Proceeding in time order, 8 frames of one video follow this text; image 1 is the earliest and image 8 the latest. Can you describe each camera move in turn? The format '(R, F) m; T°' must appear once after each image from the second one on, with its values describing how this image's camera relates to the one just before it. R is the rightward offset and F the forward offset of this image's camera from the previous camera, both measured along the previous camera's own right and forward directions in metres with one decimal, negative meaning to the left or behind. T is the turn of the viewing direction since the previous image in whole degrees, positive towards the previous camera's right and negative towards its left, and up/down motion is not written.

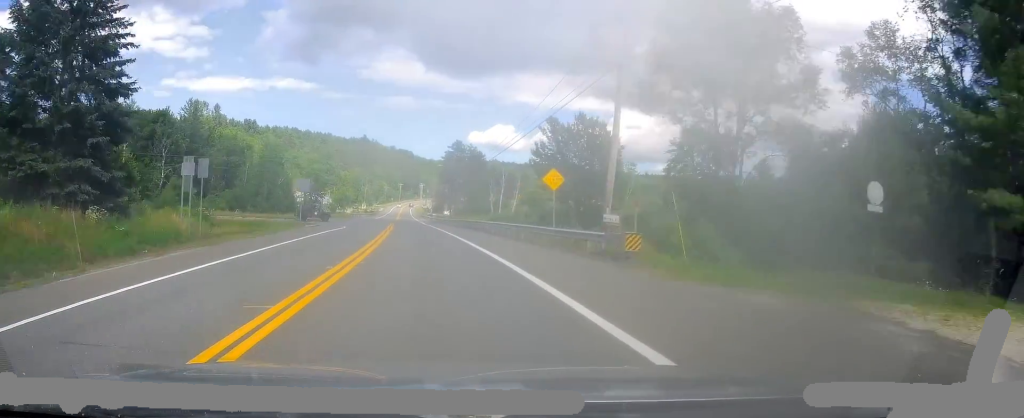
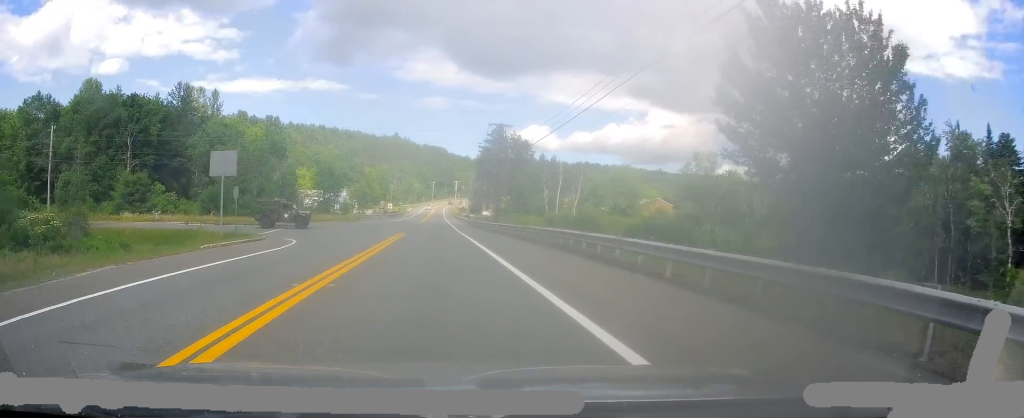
(-0.6, +26.6) m; -2°
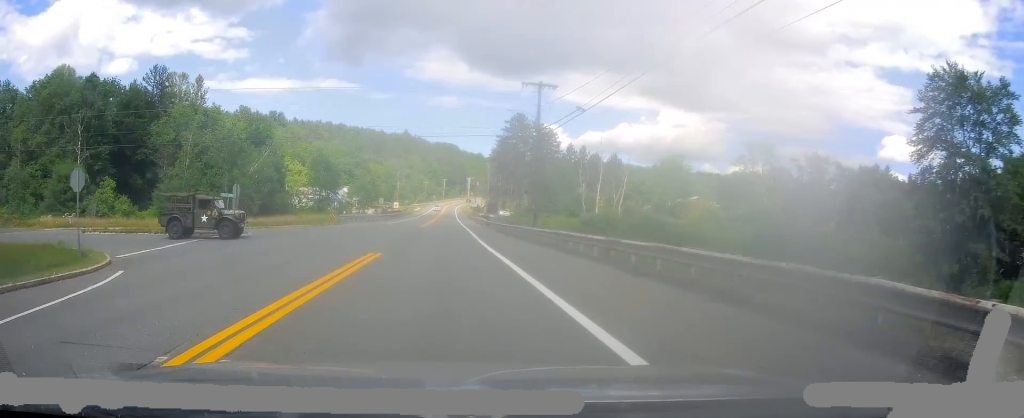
(-0.1, +17.9) m; -1°
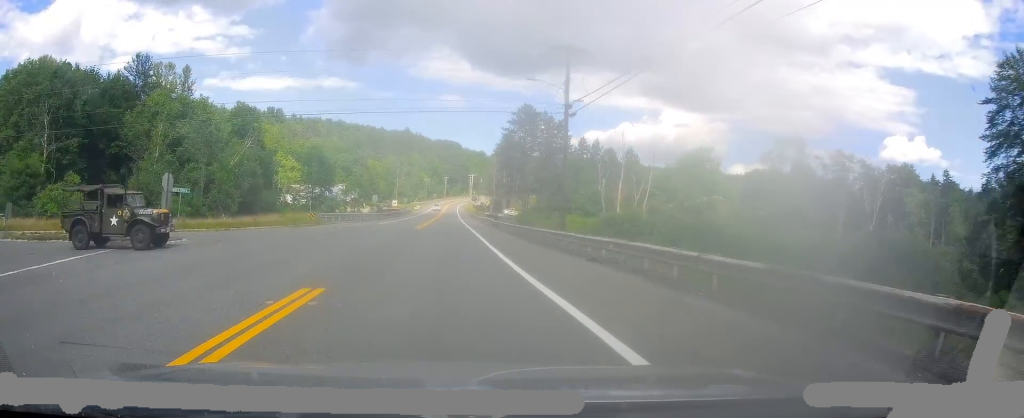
(-0.1, +8.0) m; -1°
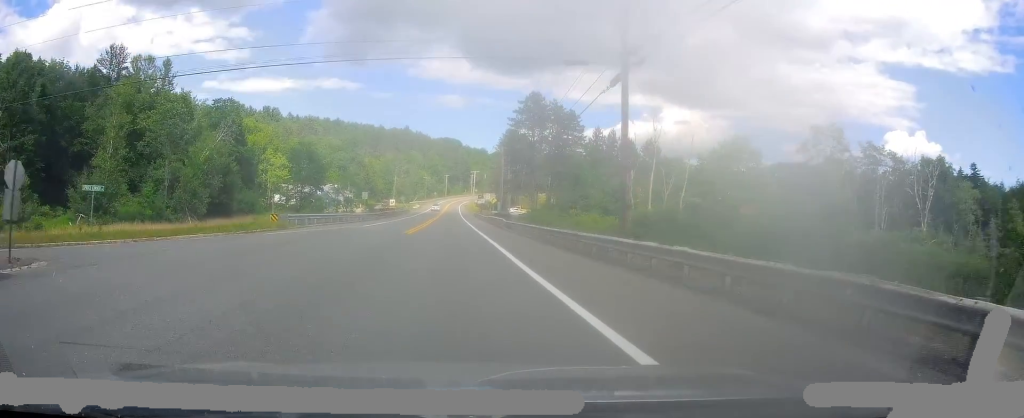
(-0.1, +10.6) m; -1°
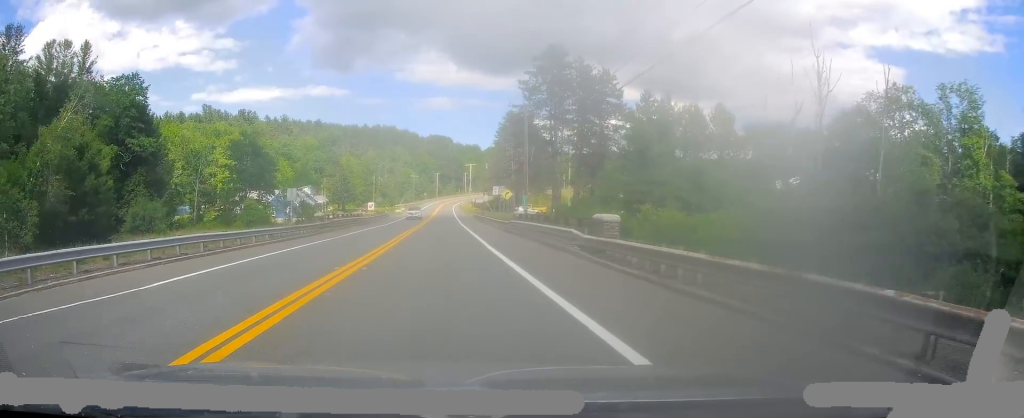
(-0.6, +28.0) m; 0°
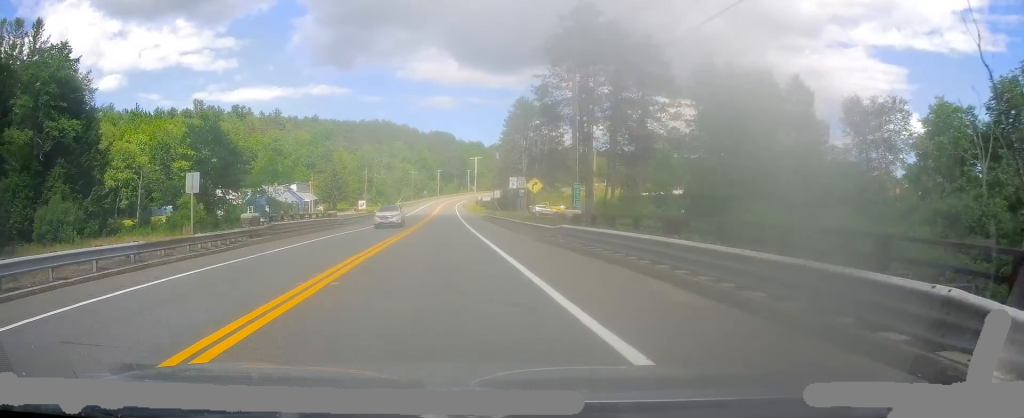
(+0.3, +14.9) m; +2°
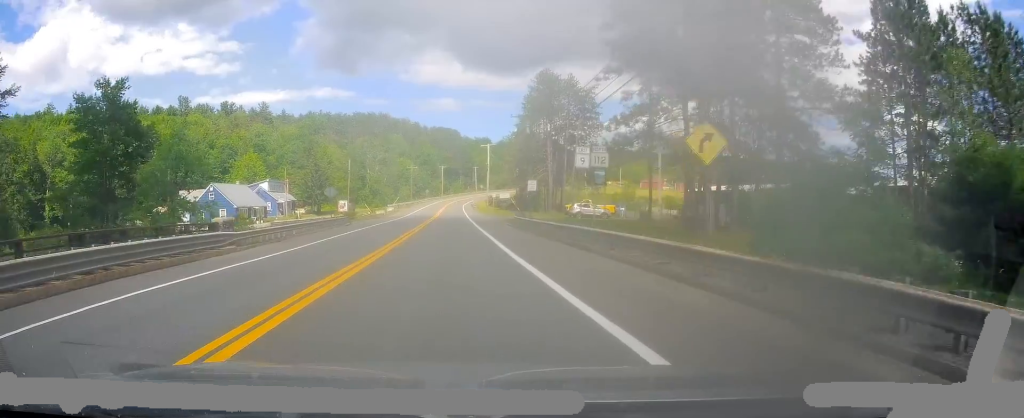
(+0.6, +25.0) m; 0°
